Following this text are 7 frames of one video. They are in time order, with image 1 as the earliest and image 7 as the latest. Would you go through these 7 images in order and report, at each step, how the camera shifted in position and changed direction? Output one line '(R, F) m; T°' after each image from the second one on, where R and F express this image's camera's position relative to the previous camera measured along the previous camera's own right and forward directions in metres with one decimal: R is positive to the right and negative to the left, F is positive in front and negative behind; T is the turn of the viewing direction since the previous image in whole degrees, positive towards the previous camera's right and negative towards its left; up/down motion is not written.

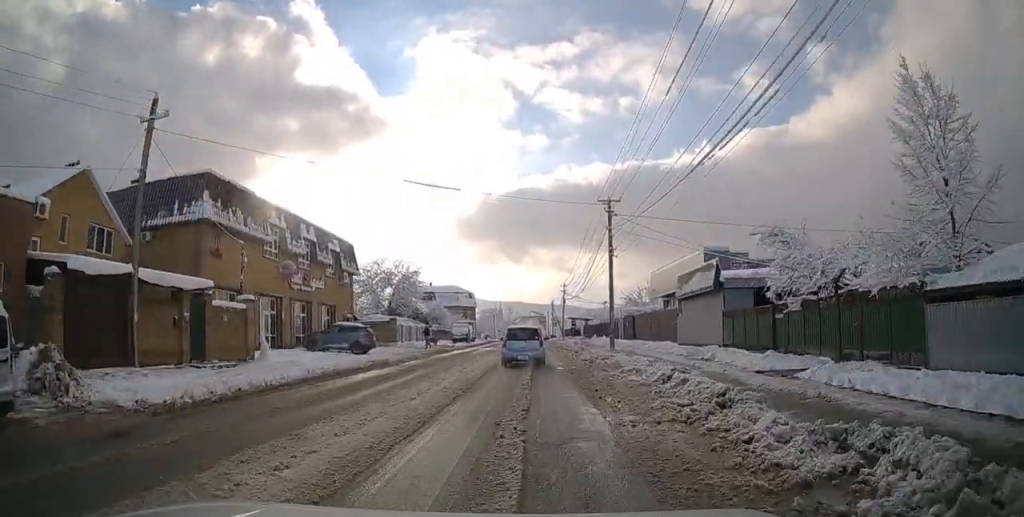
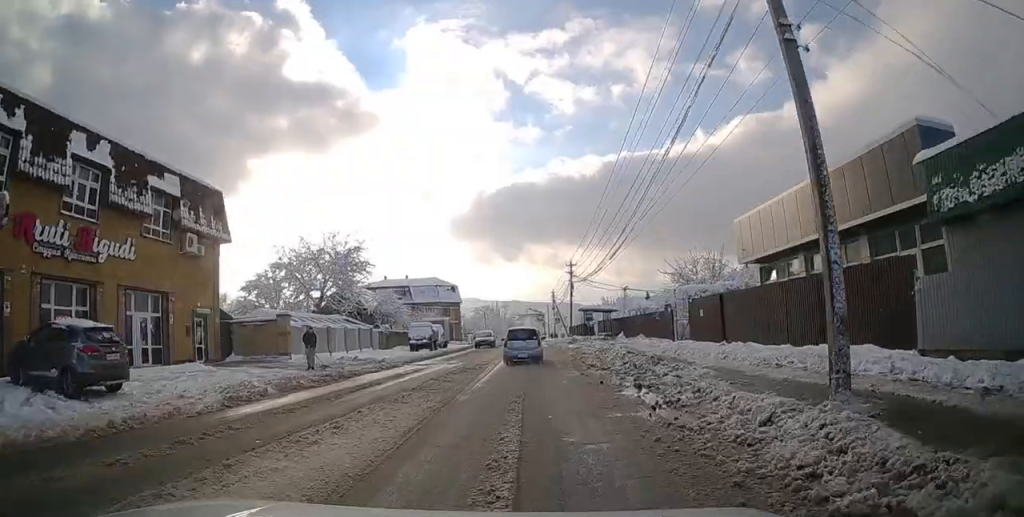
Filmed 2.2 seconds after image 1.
(+0.6, +20.0) m; 0°
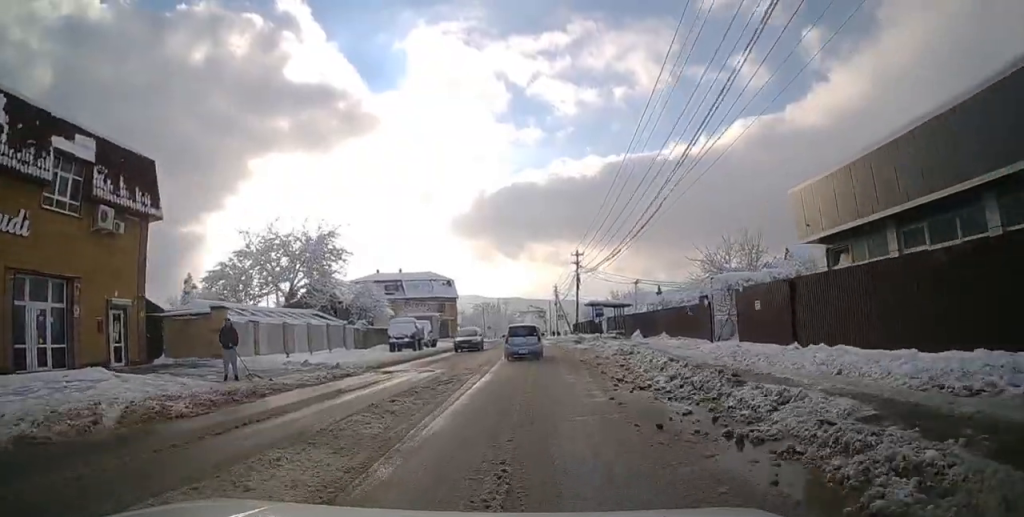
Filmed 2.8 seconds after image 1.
(0.0, +6.0) m; -1°
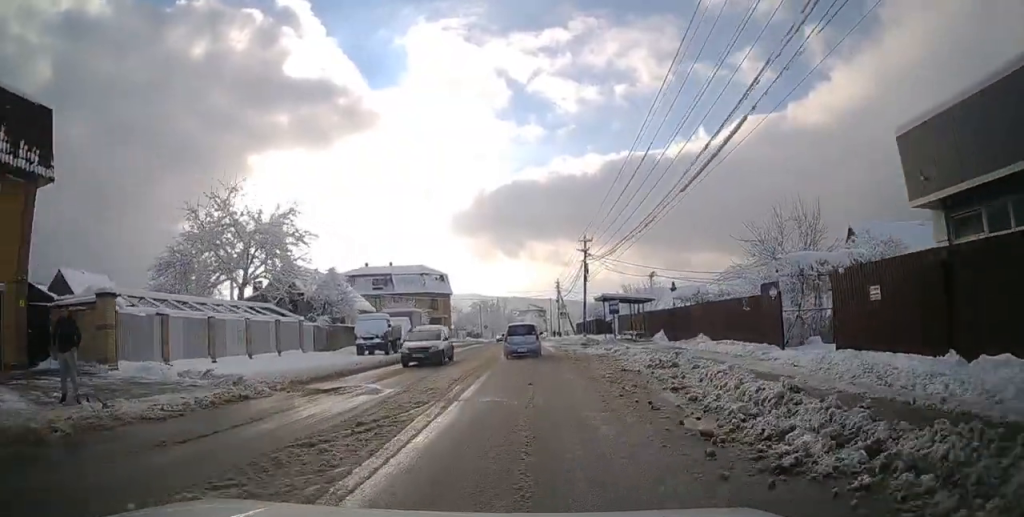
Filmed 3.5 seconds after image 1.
(-0.3, +6.7) m; 0°
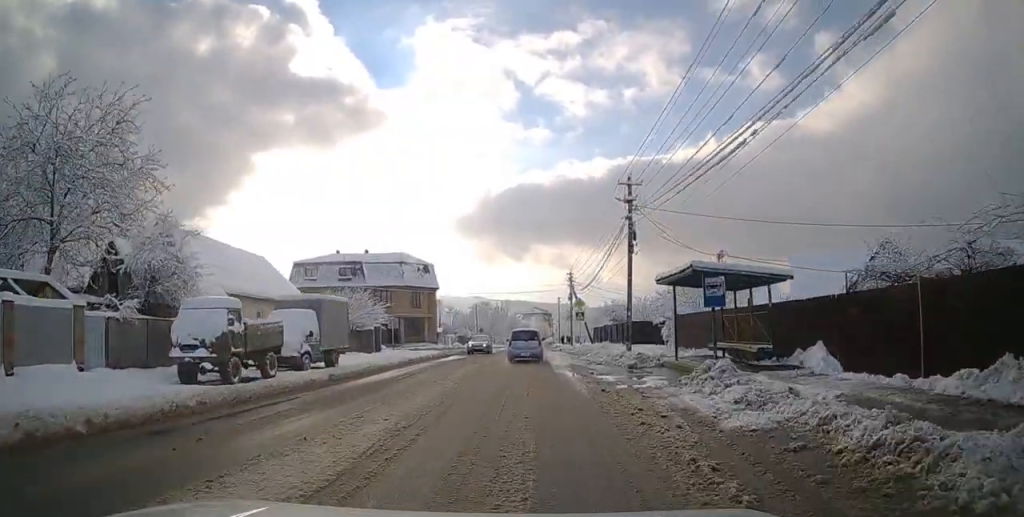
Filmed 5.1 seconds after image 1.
(+0.5, +16.2) m; +2°
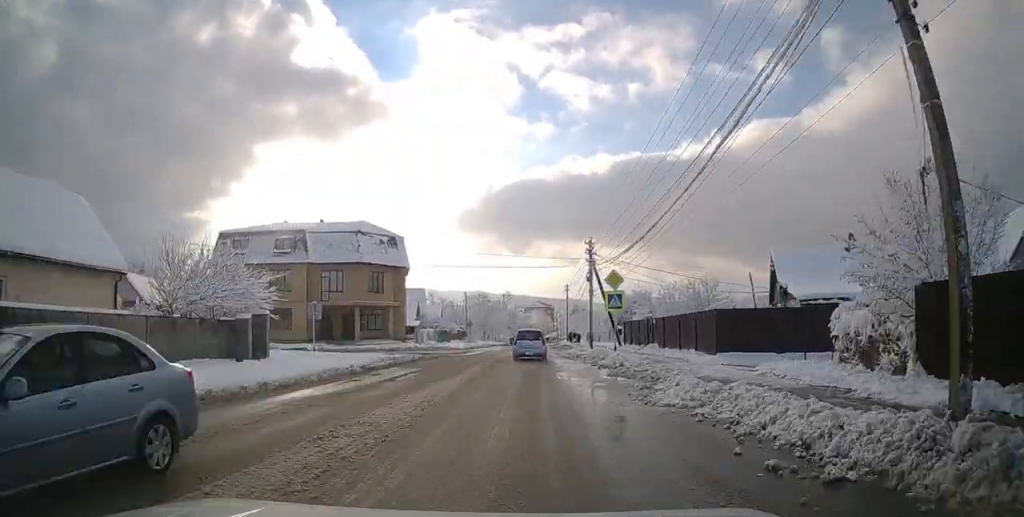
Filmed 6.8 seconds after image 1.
(-0.1, +17.1) m; -1°
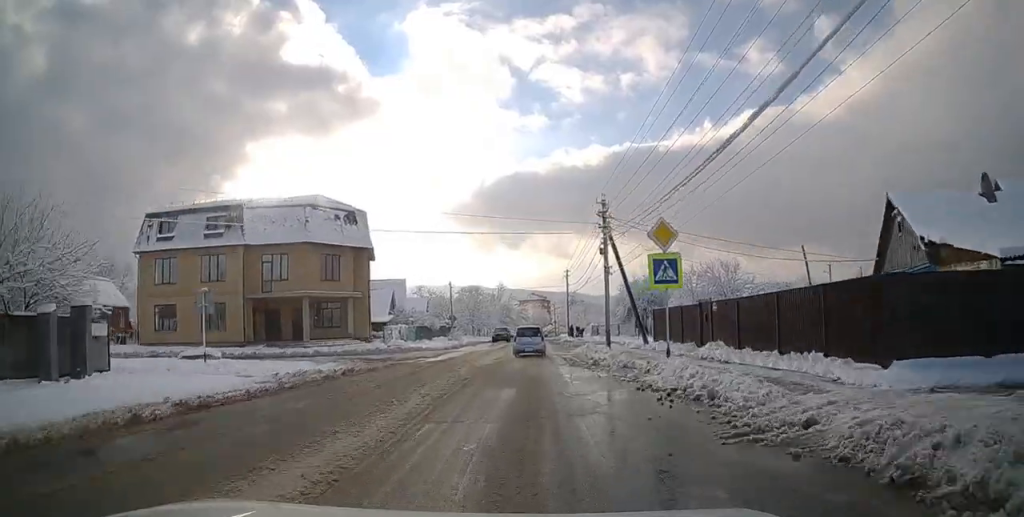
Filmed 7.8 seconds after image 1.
(-0.1, +10.1) m; 0°
